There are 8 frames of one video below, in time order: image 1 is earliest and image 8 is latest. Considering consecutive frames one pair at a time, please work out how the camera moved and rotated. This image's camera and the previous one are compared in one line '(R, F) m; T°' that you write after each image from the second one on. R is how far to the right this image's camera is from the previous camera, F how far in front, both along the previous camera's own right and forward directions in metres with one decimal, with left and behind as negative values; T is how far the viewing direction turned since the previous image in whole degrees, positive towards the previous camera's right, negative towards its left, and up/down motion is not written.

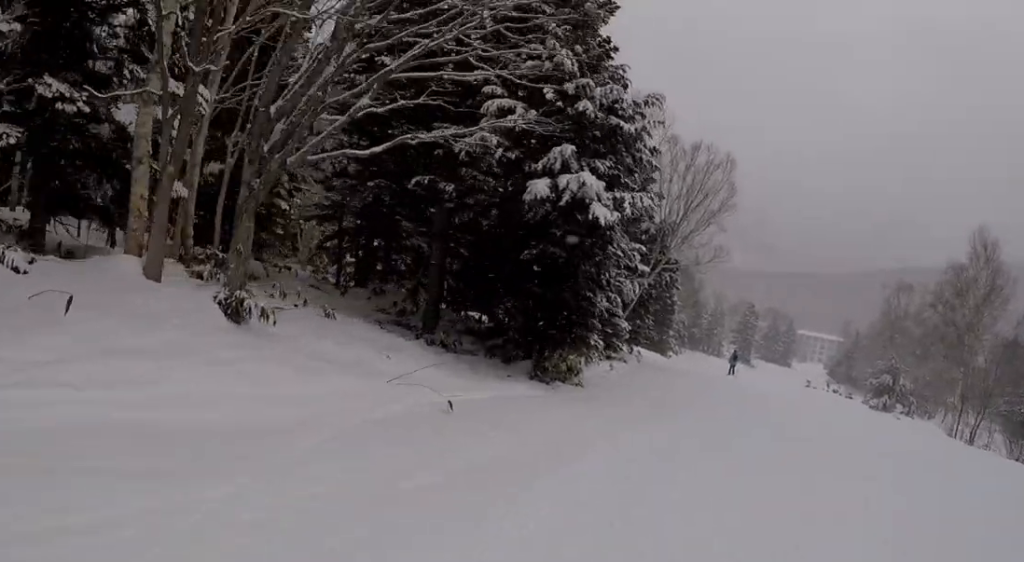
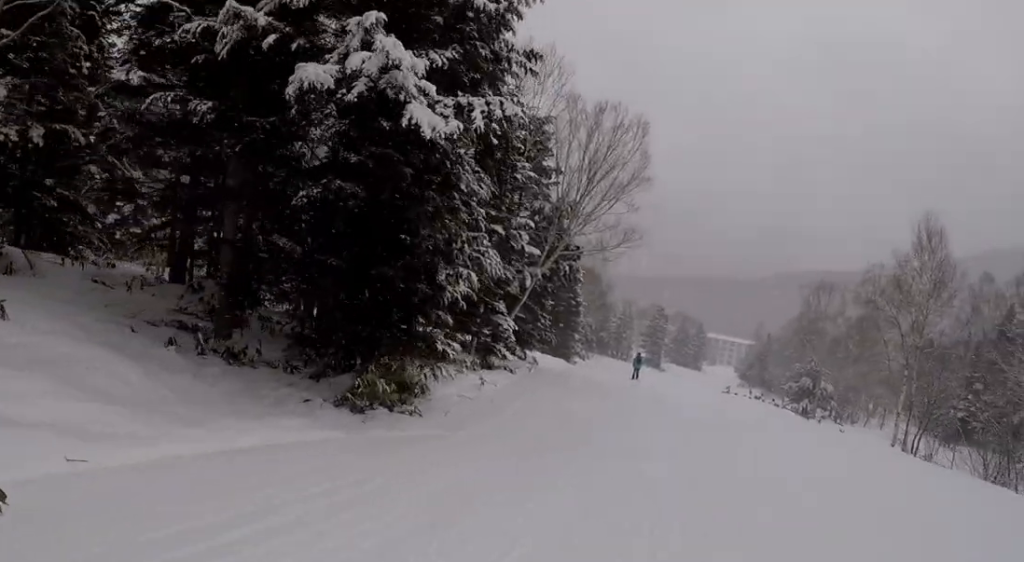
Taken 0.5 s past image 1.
(+0.3, +5.9) m; -1°
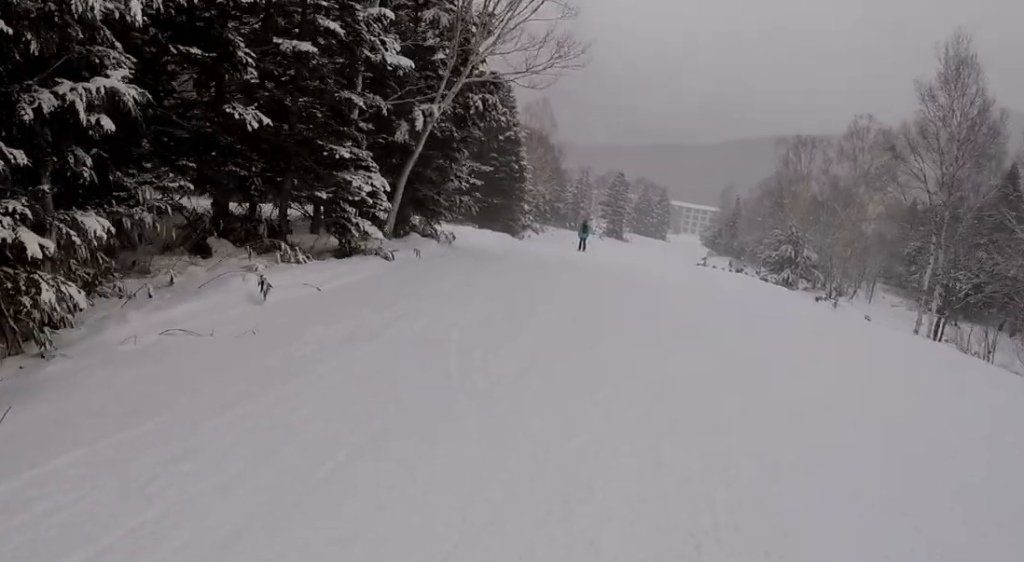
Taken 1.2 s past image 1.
(-0.1, +7.3) m; -3°
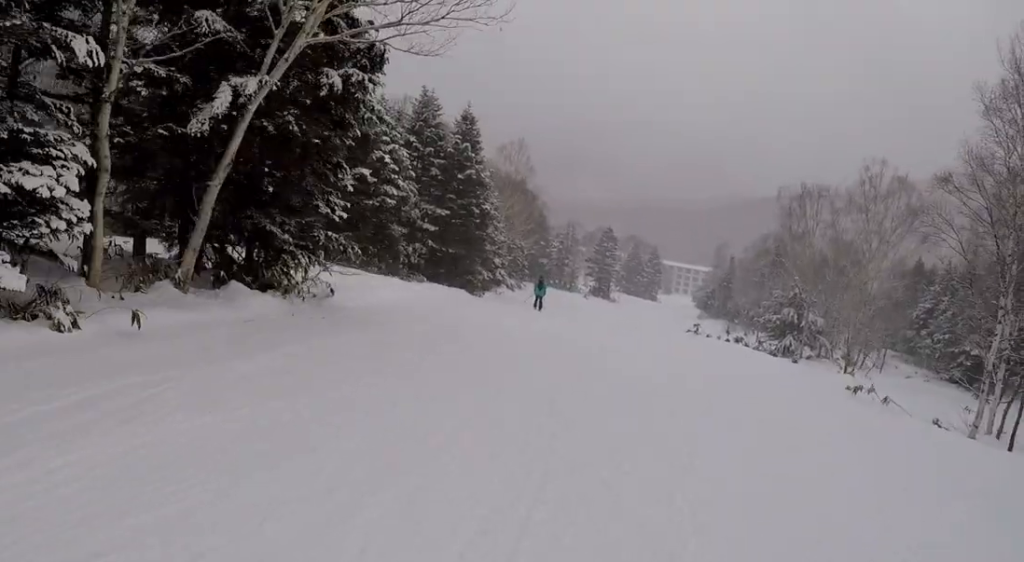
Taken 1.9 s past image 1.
(-0.2, +7.0) m; -5°
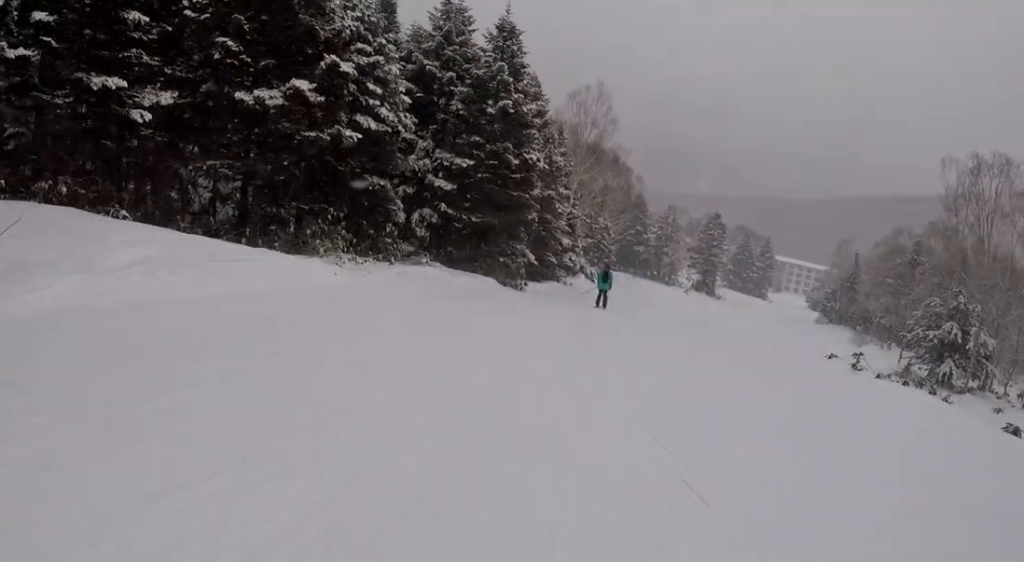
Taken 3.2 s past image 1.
(-0.7, +12.8) m; 0°
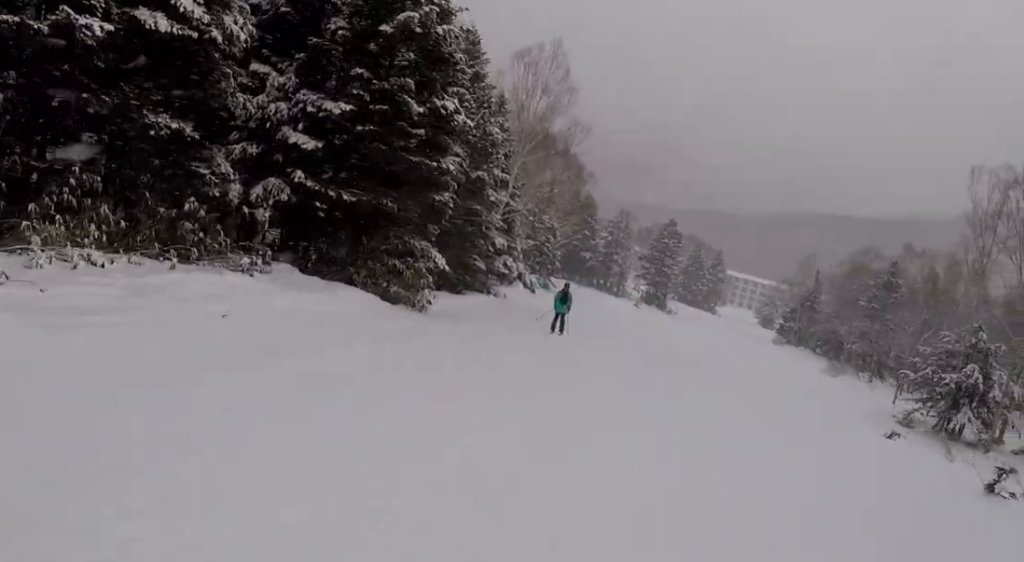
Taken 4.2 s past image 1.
(+0.7, +10.0) m; +8°
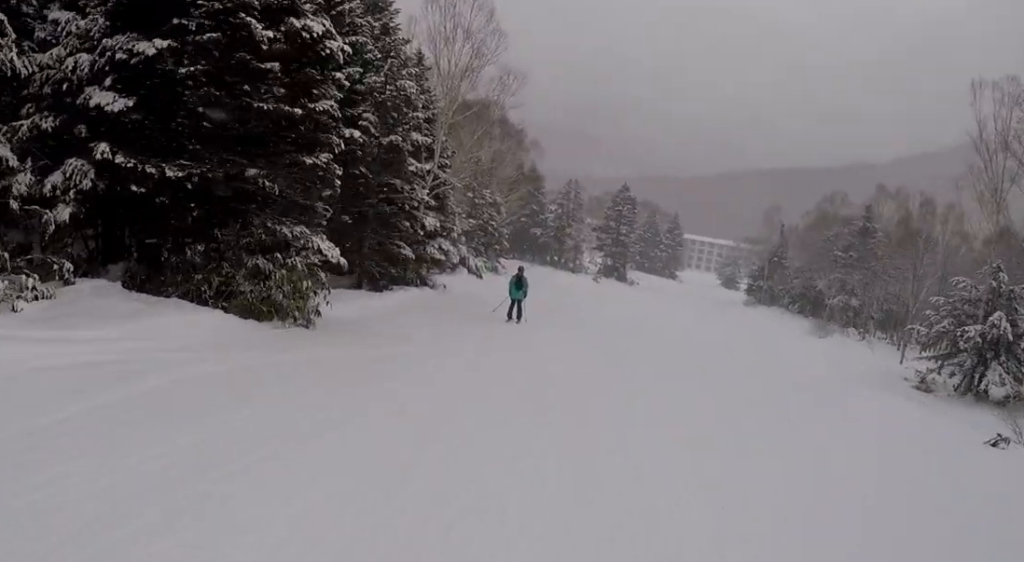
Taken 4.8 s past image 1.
(+1.1, +5.7) m; 0°
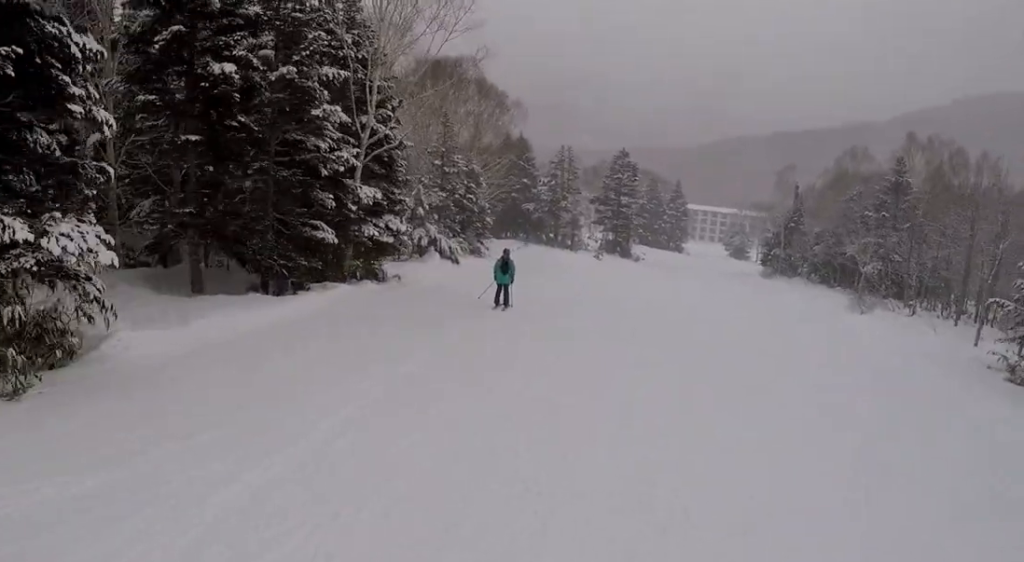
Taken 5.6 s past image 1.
(-1.2, +7.3) m; -6°
